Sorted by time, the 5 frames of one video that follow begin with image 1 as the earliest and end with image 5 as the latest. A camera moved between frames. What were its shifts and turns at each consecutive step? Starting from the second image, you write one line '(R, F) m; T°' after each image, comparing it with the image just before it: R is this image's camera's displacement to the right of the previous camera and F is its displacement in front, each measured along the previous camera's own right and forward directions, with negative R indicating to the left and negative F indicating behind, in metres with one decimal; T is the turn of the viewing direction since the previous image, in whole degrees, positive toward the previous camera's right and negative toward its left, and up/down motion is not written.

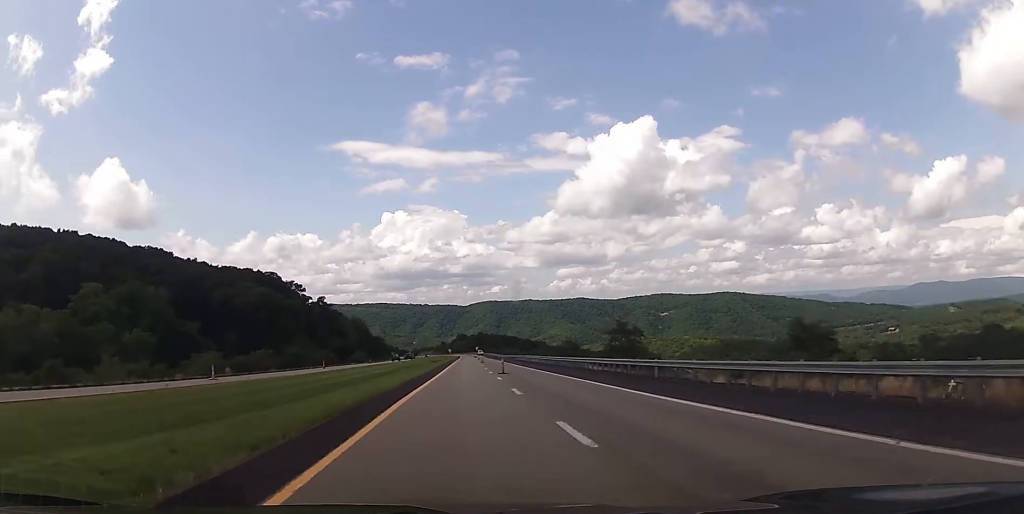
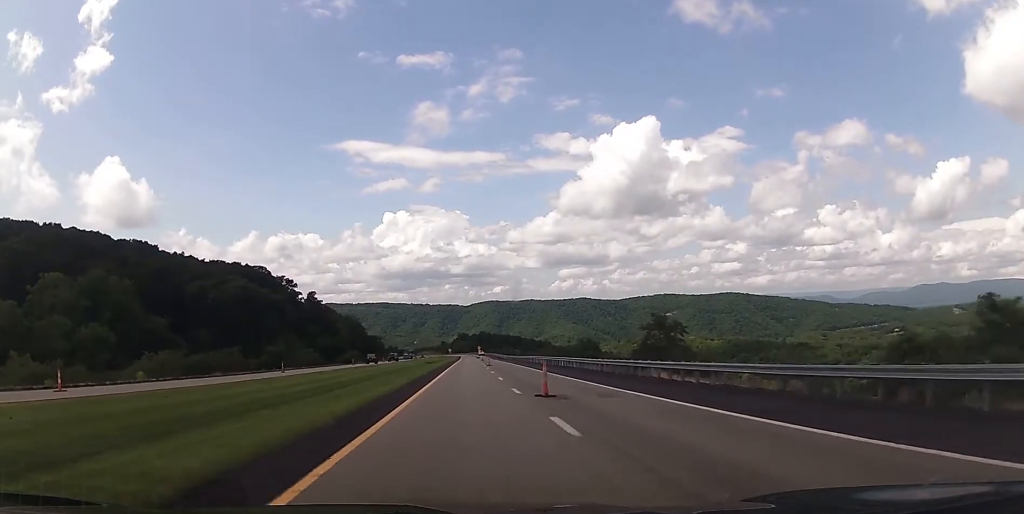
(-0.1, +23.2) m; 0°
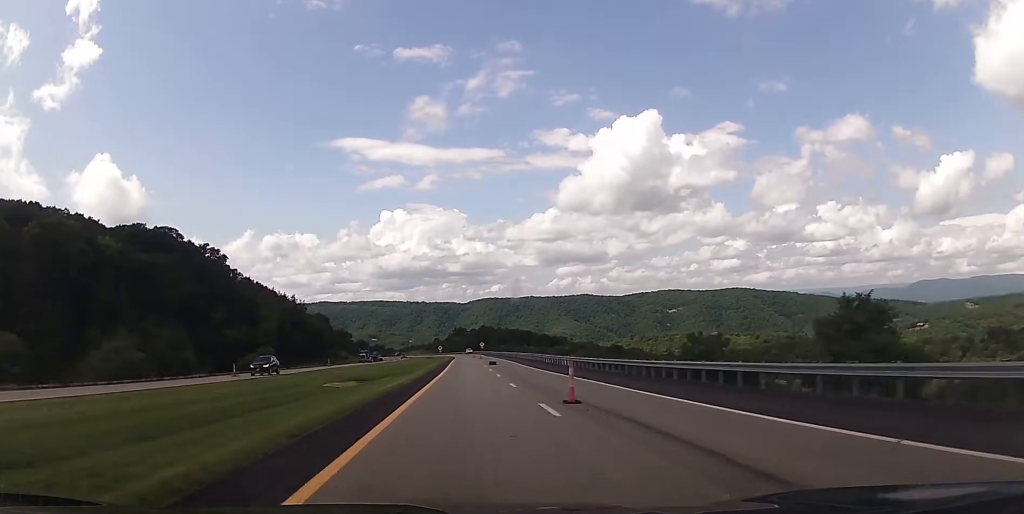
(+0.8, +107.0) m; 0°
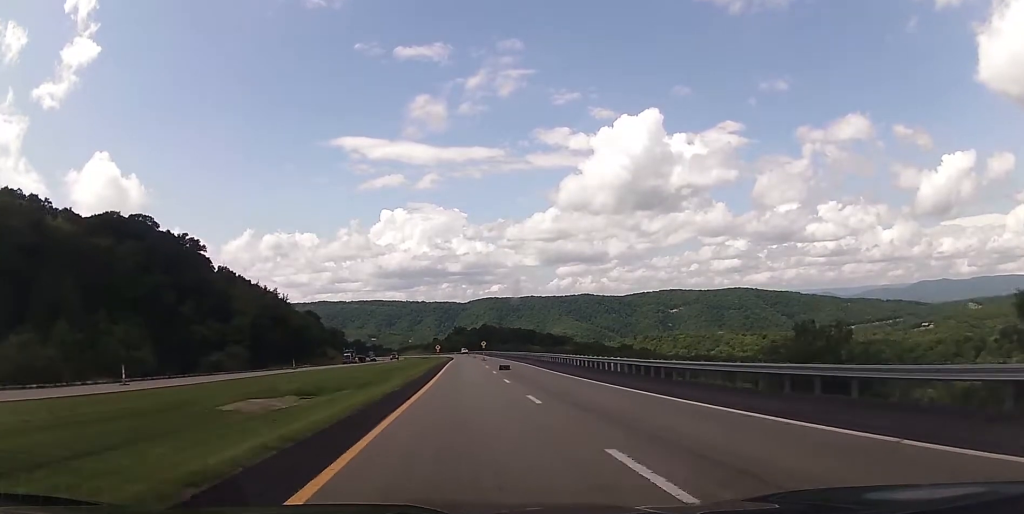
(-0.2, +20.7) m; 0°
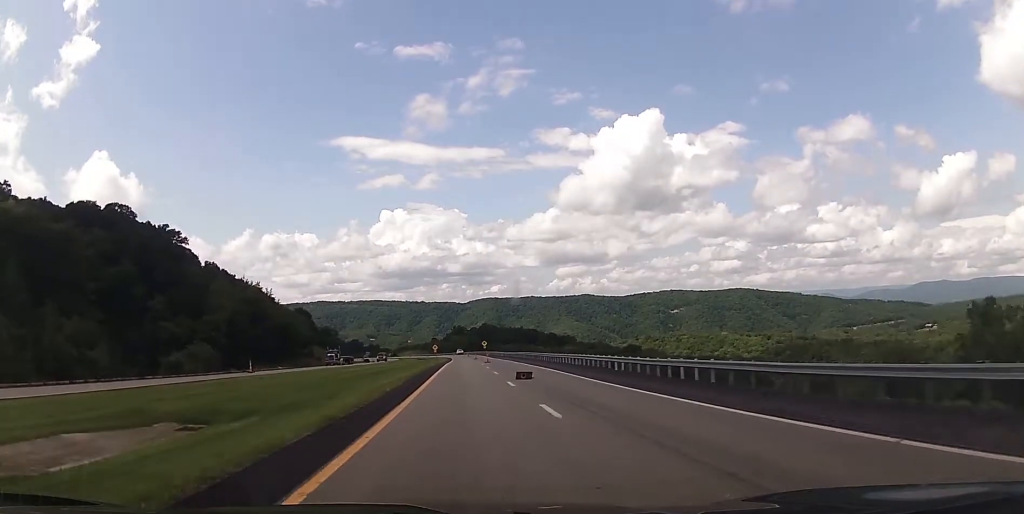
(-0.2, +16.4) m; 0°
